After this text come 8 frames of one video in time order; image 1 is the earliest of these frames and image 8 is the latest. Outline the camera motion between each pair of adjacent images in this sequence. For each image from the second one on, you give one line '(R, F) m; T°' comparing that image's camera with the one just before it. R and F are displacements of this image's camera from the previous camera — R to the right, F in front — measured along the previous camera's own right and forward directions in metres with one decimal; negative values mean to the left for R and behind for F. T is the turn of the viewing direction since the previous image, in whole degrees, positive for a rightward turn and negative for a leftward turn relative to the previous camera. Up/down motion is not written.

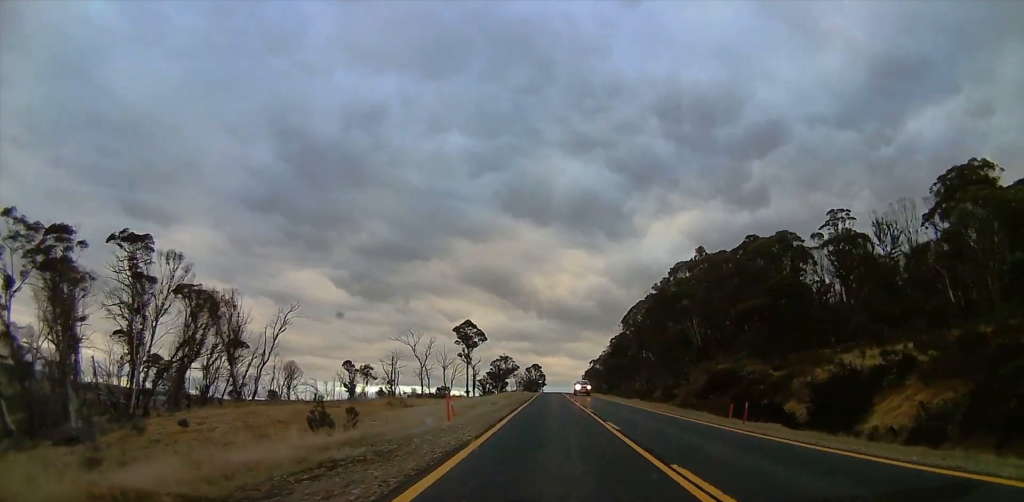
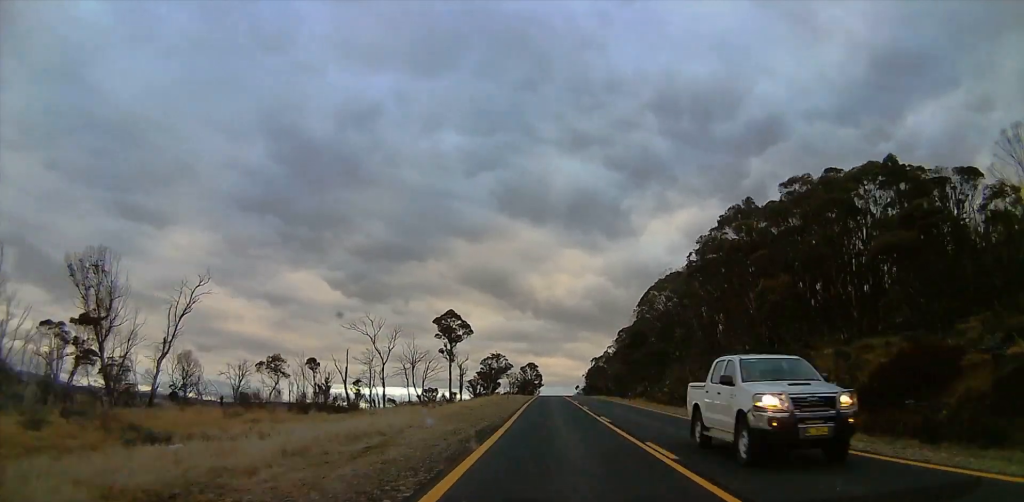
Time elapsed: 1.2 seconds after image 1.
(+0.9, +31.8) m; +2°
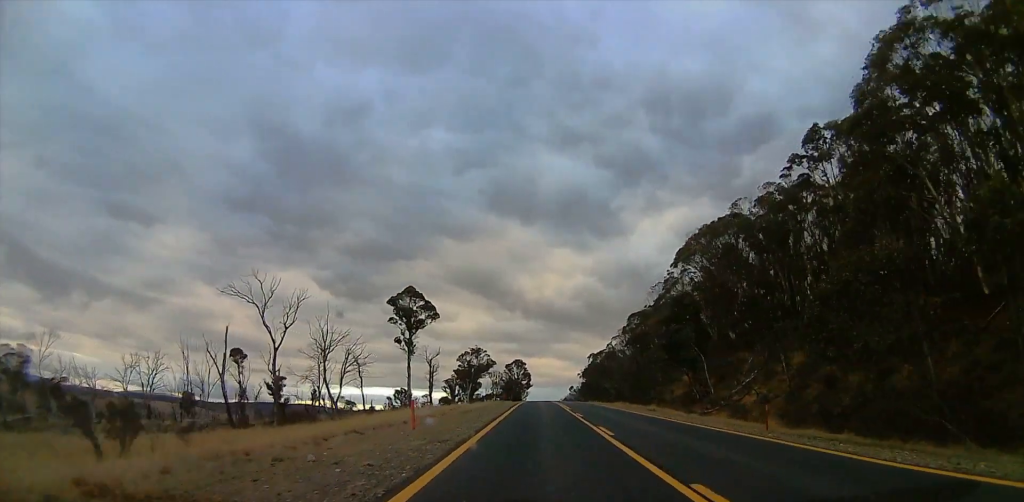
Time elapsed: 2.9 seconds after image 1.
(-1.2, +42.6) m; -3°
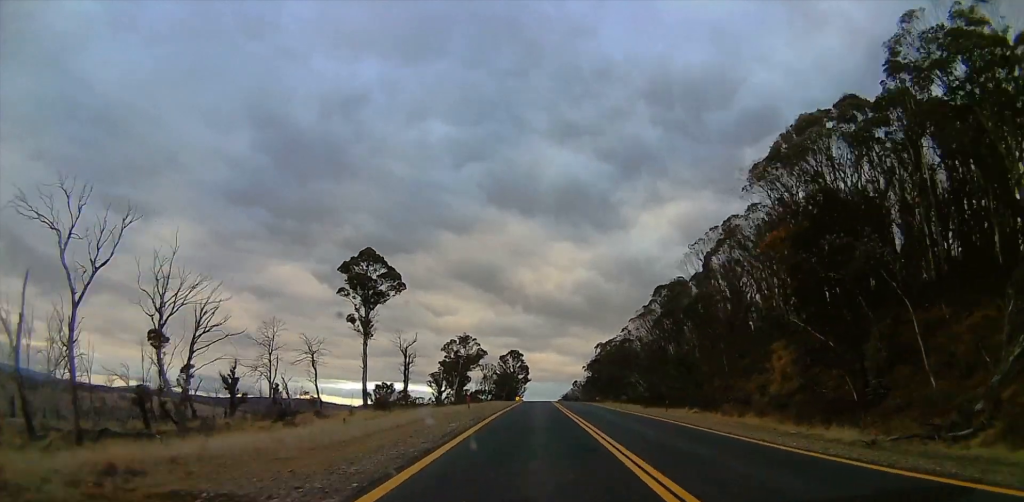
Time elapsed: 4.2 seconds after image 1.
(+0.6, +33.2) m; +2°
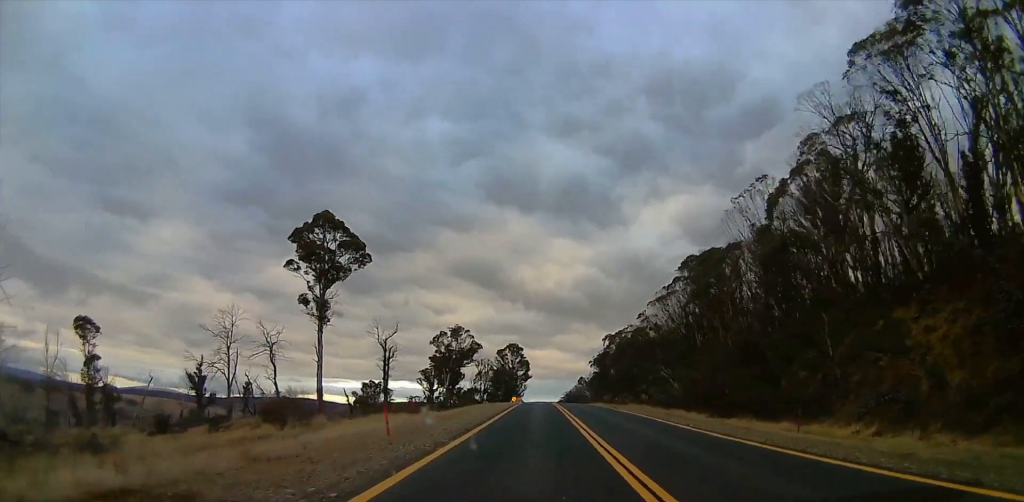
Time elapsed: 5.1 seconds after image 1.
(-0.1, +22.2) m; +1°
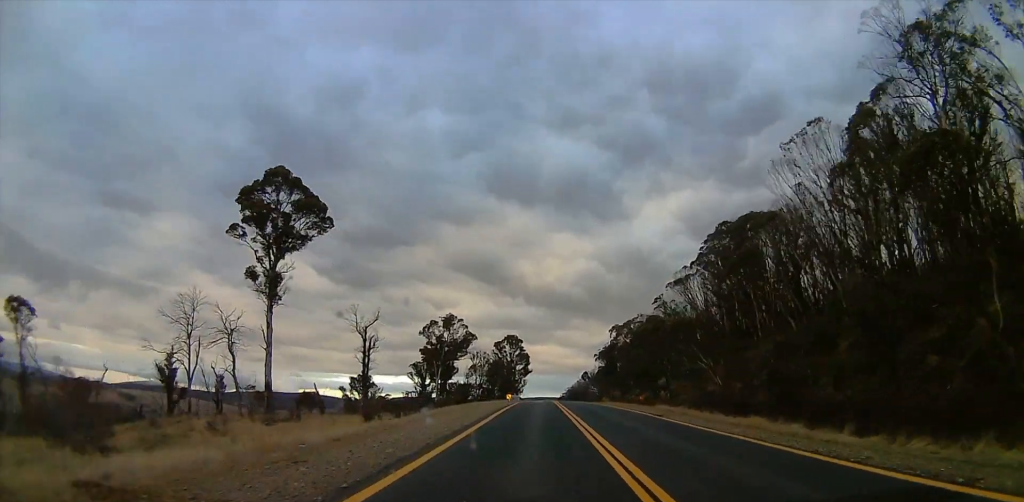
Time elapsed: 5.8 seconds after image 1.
(0.0, +16.2) m; 0°
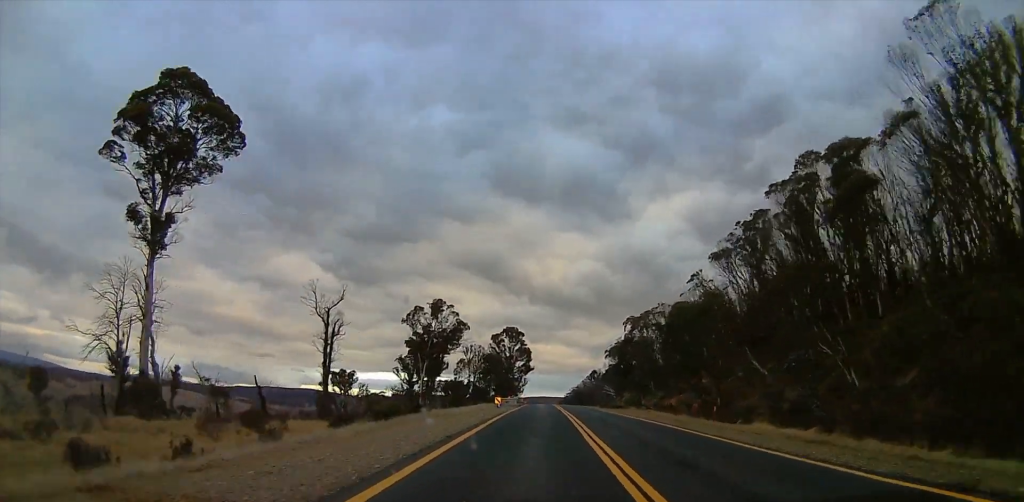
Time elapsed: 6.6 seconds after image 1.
(+0.3, +22.4) m; -1°
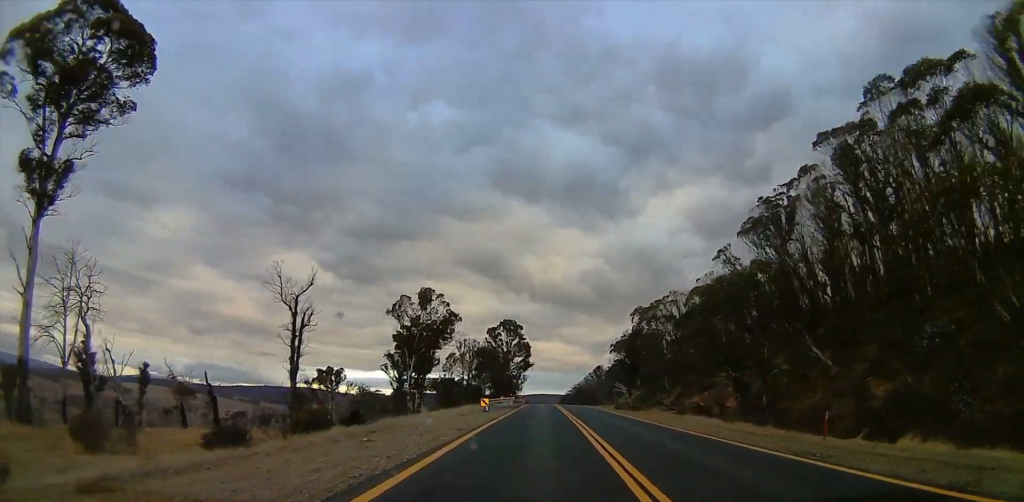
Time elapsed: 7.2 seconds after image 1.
(-0.1, +13.4) m; -2°
